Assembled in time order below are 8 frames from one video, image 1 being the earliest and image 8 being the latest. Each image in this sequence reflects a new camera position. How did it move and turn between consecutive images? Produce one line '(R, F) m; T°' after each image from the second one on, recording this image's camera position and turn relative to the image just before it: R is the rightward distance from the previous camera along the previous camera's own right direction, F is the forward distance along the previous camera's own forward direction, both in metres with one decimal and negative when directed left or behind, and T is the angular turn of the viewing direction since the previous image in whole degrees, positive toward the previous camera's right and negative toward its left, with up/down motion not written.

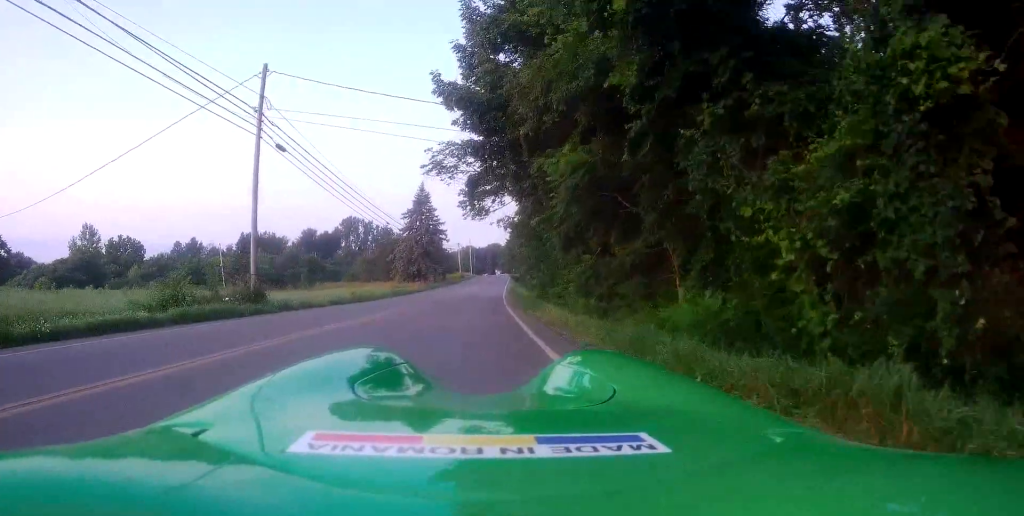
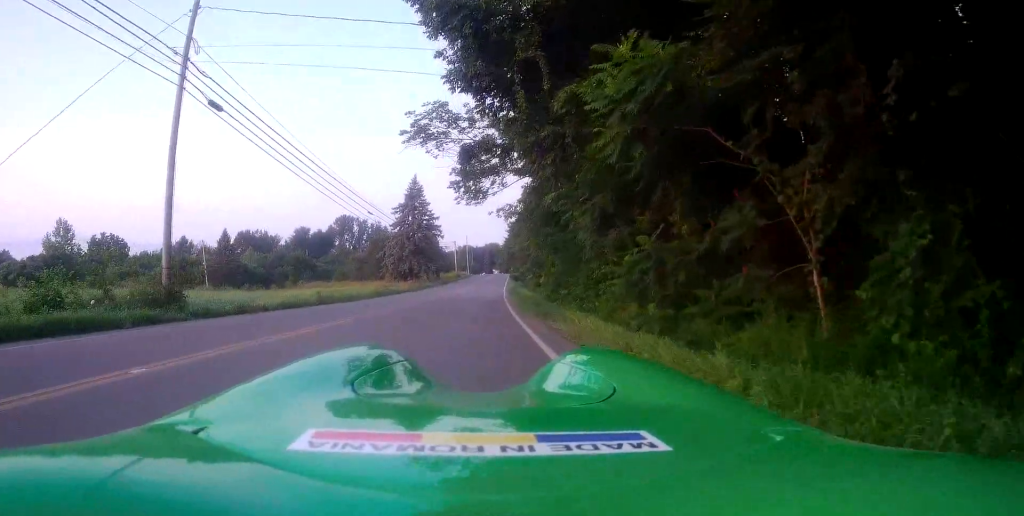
(0.0, +6.3) m; -2°
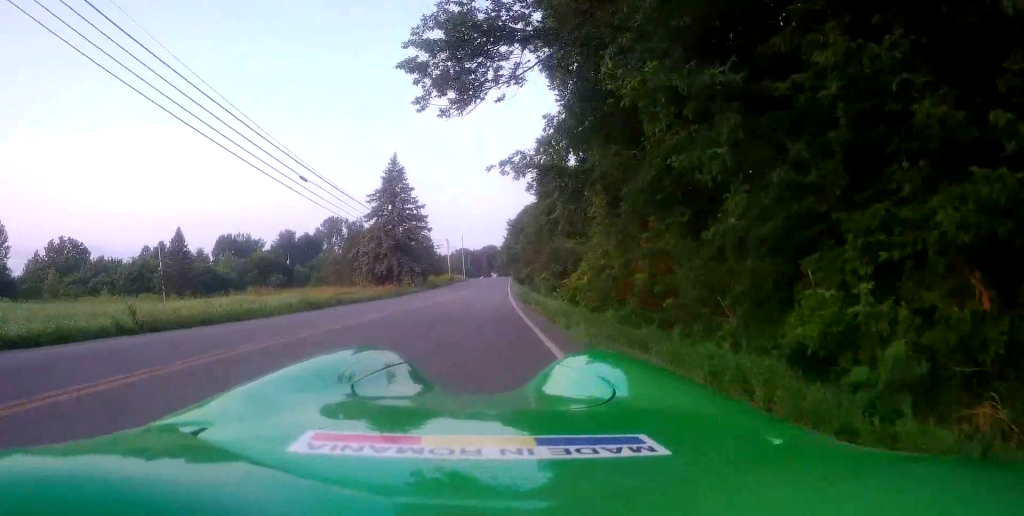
(-0.7, +14.8) m; -3°
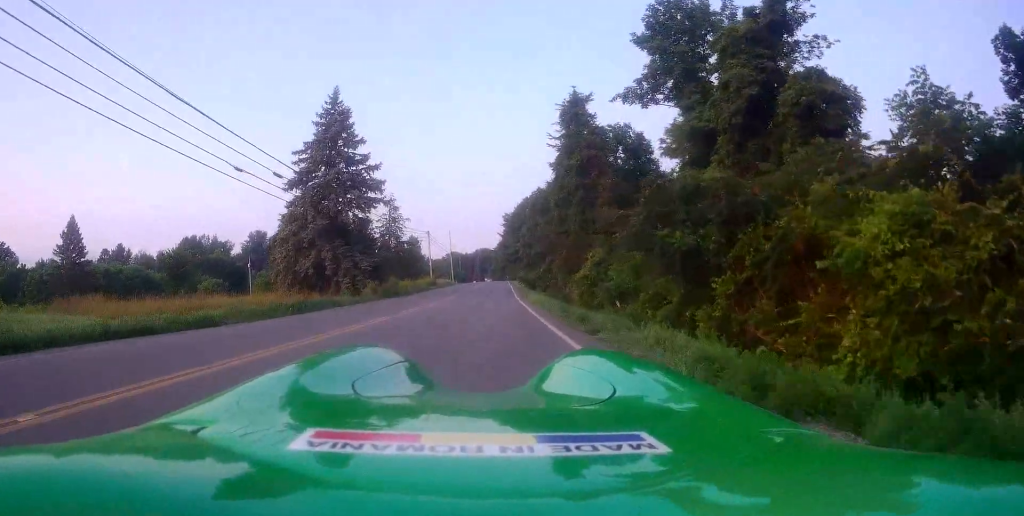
(+1.6, +23.0) m; +8°
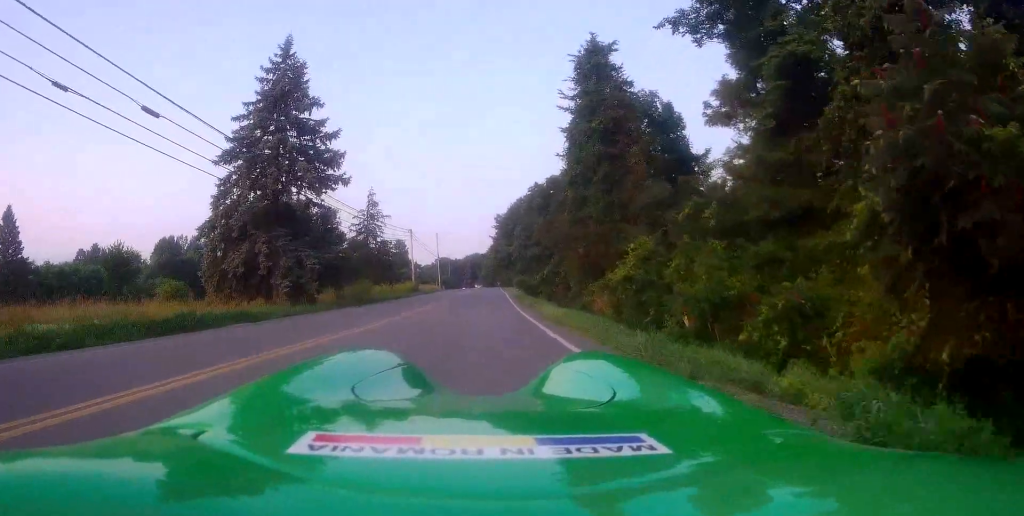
(+0.2, +9.3) m; 0°
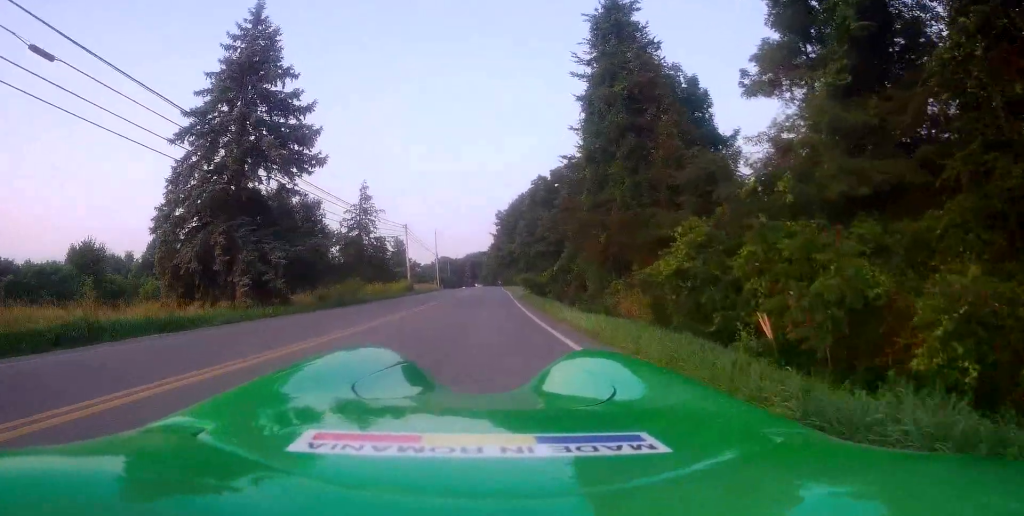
(+0.1, +4.6) m; -1°
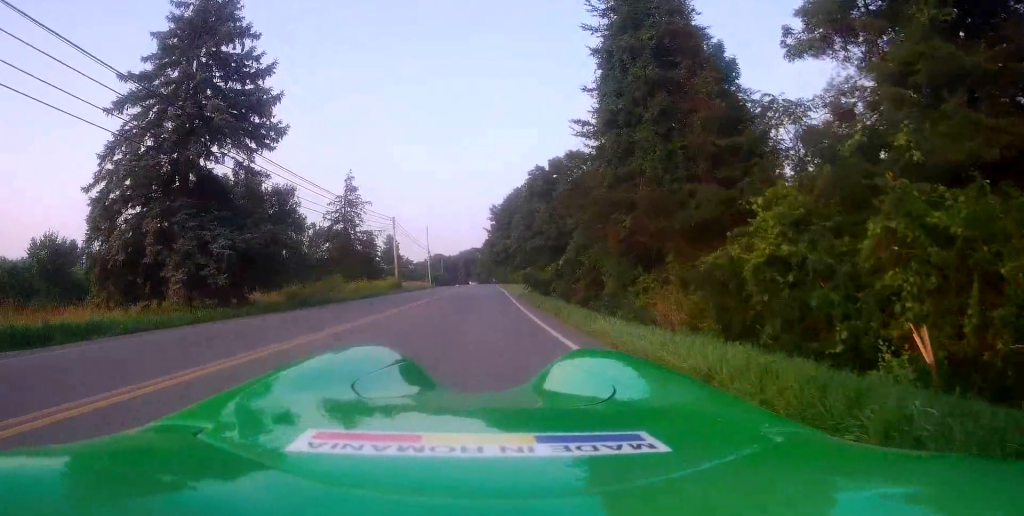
(-0.2, +4.6) m; 0°
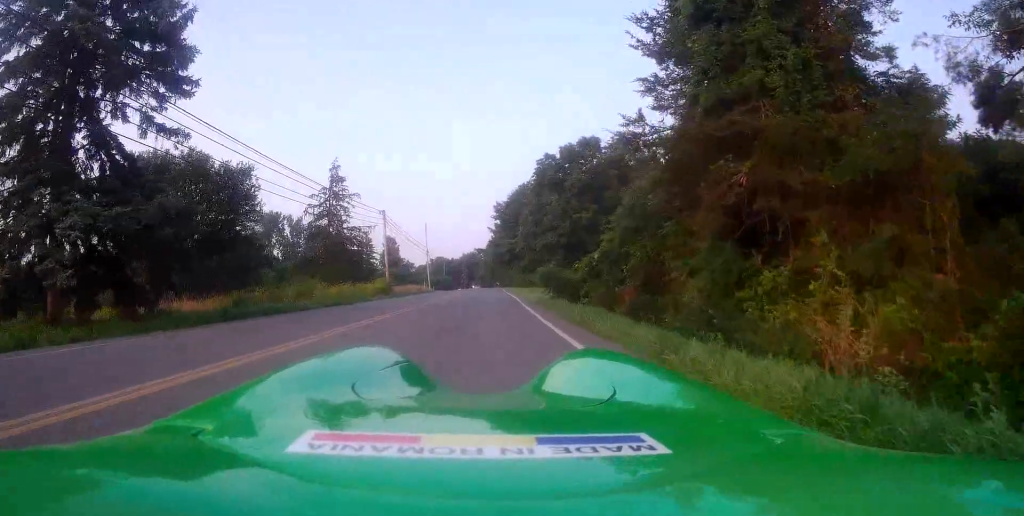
(-0.1, +7.6) m; +1°
